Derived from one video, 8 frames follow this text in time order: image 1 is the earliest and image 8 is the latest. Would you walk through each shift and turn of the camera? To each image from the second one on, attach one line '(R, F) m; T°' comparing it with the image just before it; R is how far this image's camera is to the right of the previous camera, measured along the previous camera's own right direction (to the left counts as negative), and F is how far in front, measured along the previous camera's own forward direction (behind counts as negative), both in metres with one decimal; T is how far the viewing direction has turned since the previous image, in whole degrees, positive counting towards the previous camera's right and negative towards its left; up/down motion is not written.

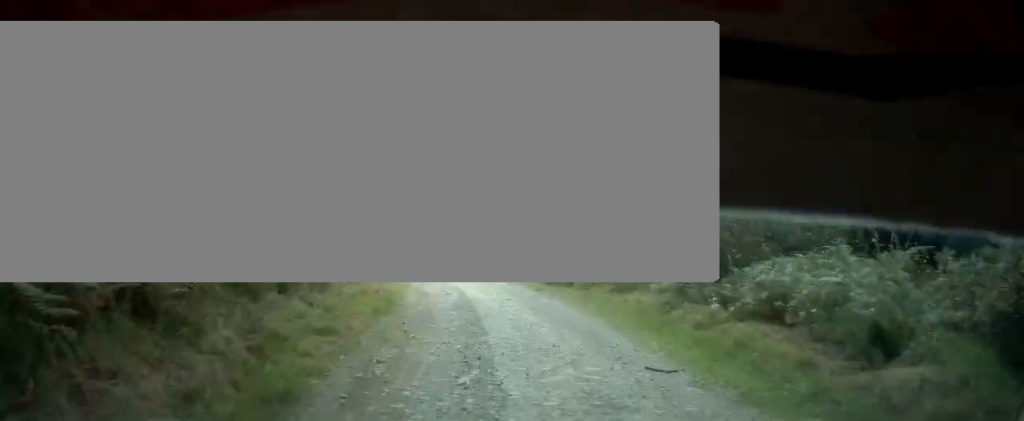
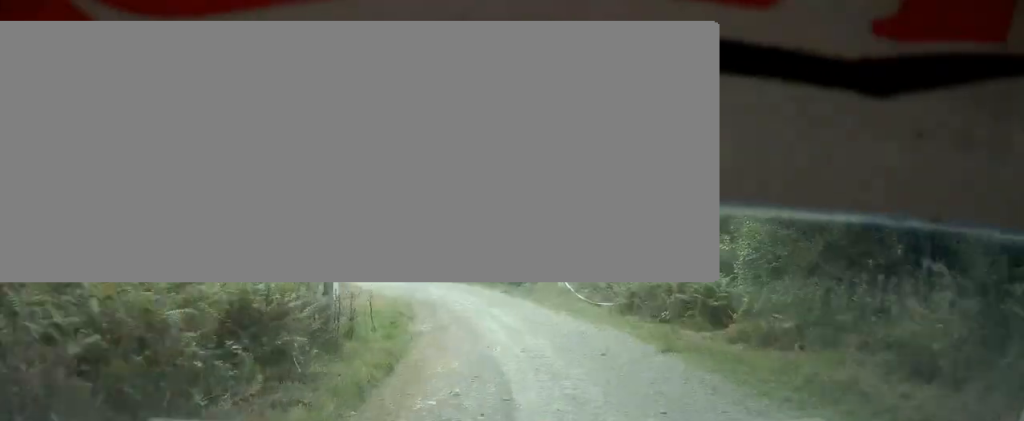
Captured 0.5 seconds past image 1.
(-1.1, +12.5) m; -6°
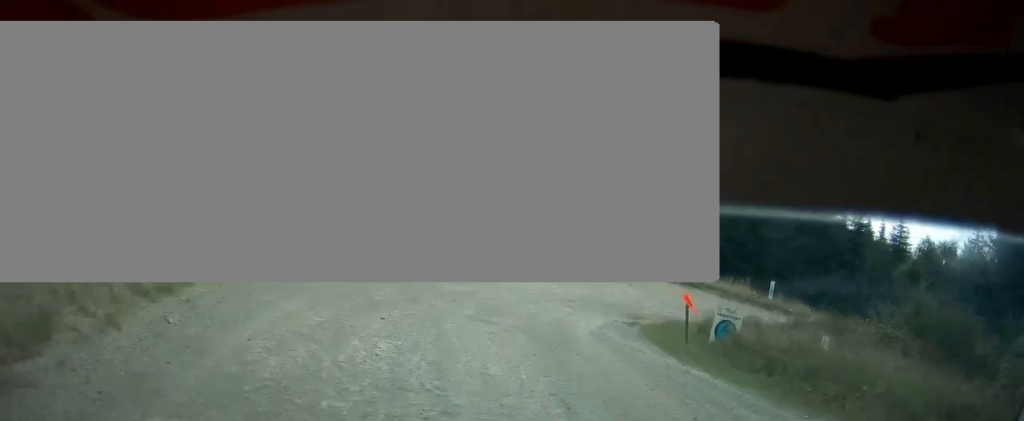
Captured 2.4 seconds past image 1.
(0.0, +35.1) m; +7°
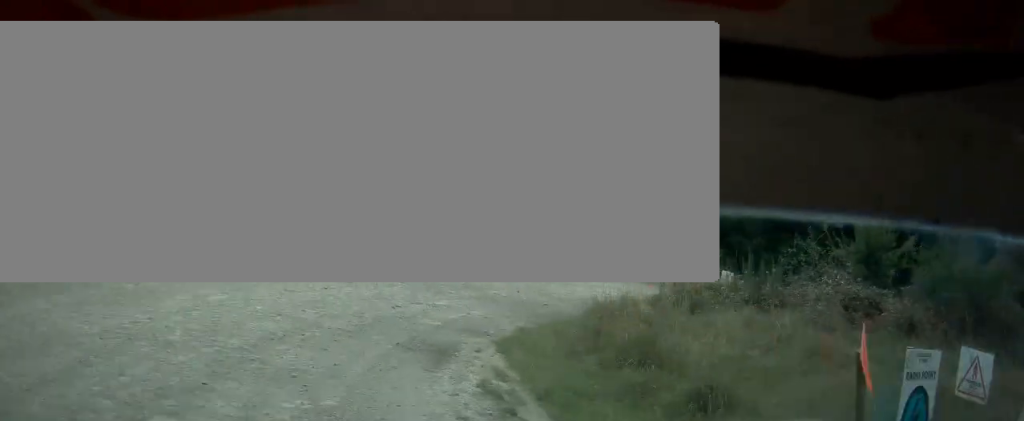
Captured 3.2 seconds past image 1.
(+1.1, +10.1) m; +21°
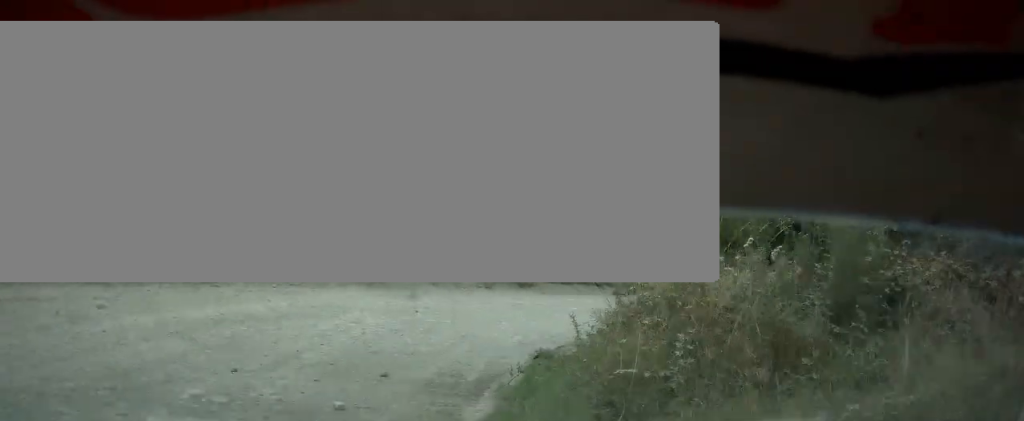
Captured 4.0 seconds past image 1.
(+1.9, +7.7) m; +36°
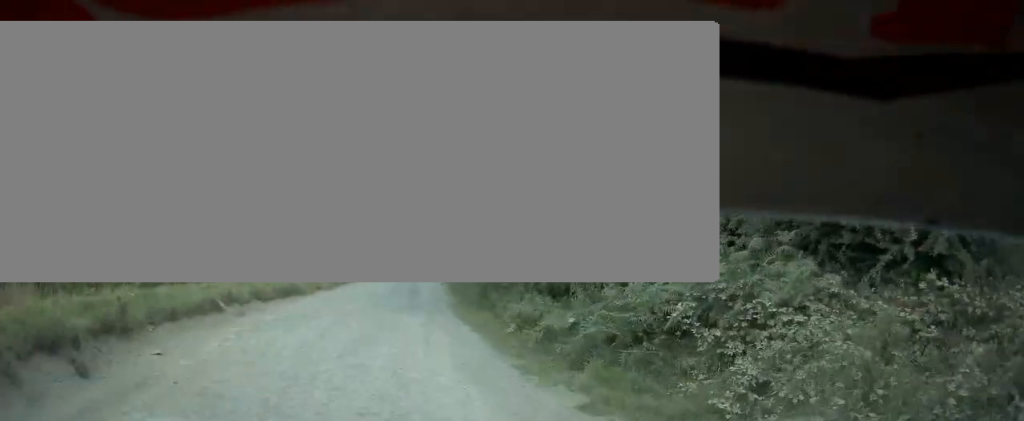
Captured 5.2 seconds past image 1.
(+6.9, +10.2) m; +54°
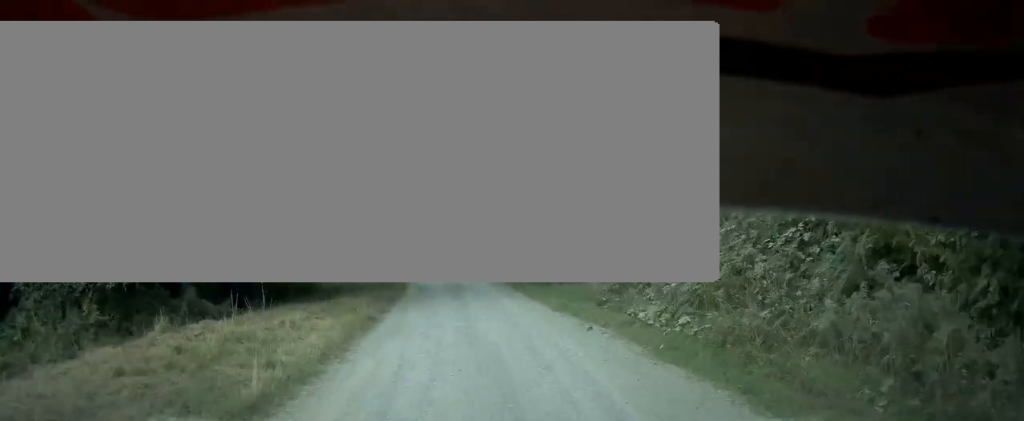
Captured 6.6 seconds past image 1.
(+4.7, +19.7) m; +14°
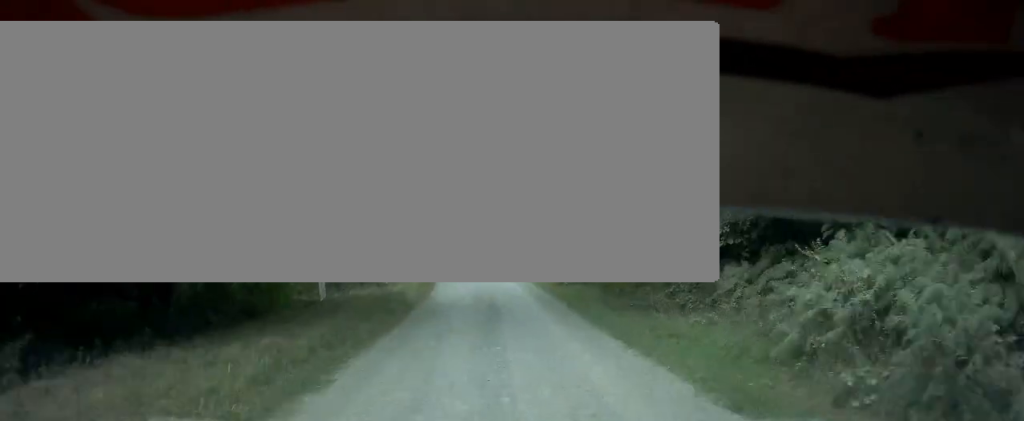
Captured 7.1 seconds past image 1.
(-0.1, +8.9) m; -3°
